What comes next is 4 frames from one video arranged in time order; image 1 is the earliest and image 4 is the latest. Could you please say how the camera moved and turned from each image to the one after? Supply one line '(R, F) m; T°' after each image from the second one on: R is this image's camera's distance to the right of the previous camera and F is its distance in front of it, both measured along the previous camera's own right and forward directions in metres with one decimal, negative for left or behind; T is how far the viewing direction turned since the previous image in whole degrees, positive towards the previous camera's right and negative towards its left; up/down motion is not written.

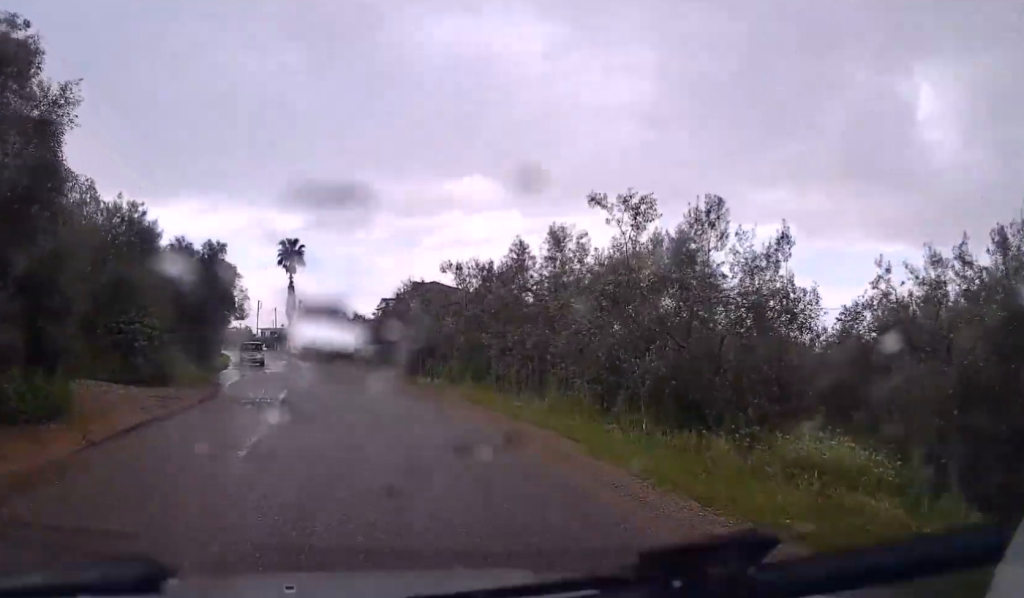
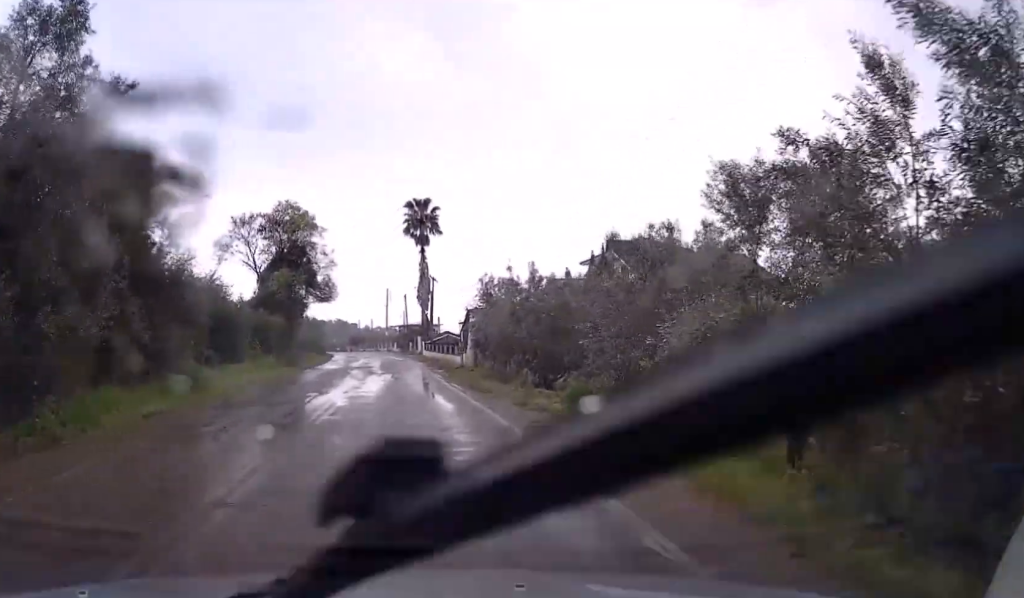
(-3.4, +35.1) m; -9°
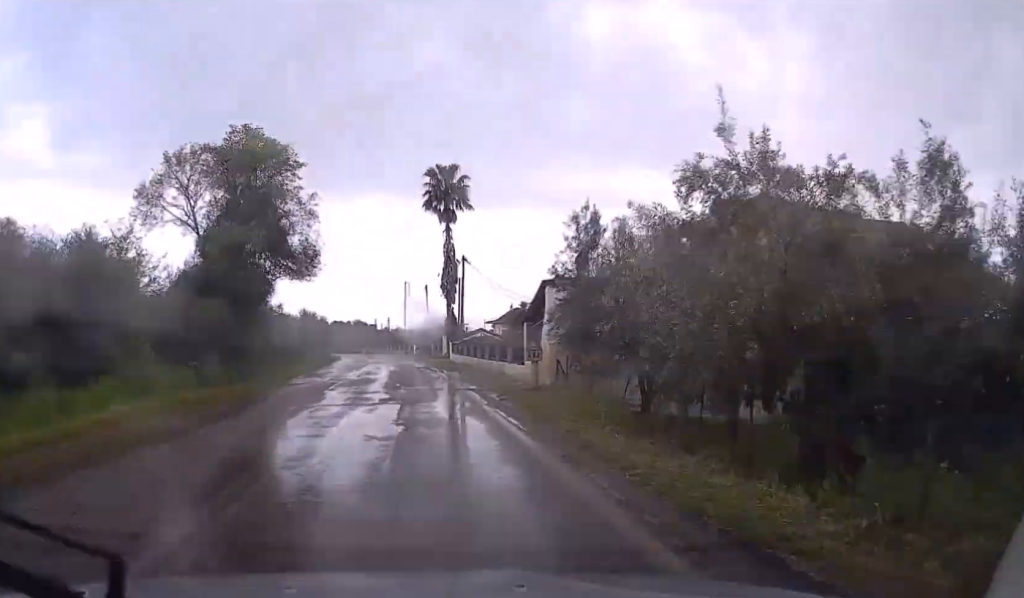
(-1.0, +18.5) m; -4°
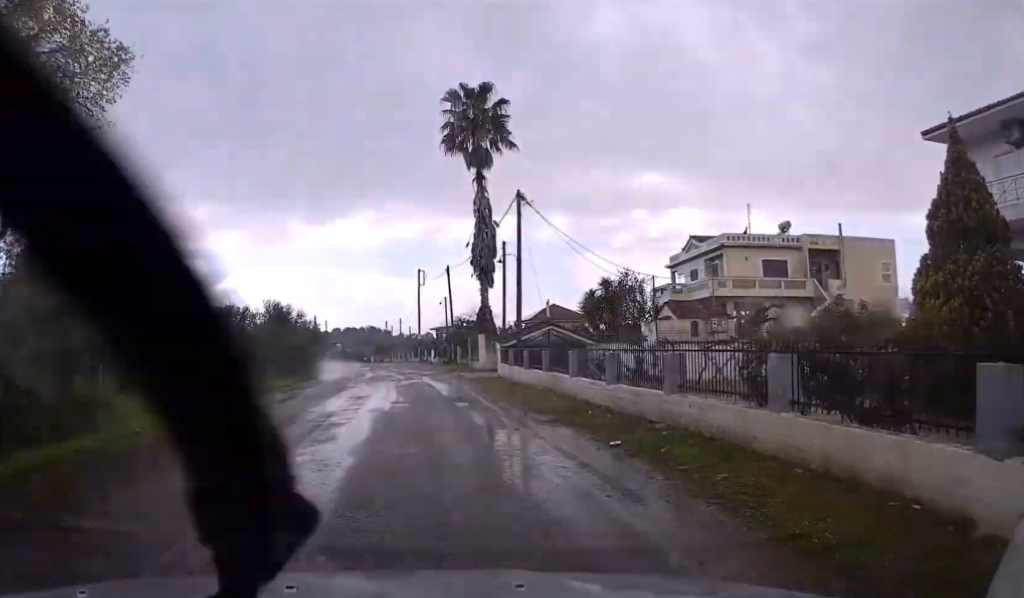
(-0.7, +25.9) m; -2°
